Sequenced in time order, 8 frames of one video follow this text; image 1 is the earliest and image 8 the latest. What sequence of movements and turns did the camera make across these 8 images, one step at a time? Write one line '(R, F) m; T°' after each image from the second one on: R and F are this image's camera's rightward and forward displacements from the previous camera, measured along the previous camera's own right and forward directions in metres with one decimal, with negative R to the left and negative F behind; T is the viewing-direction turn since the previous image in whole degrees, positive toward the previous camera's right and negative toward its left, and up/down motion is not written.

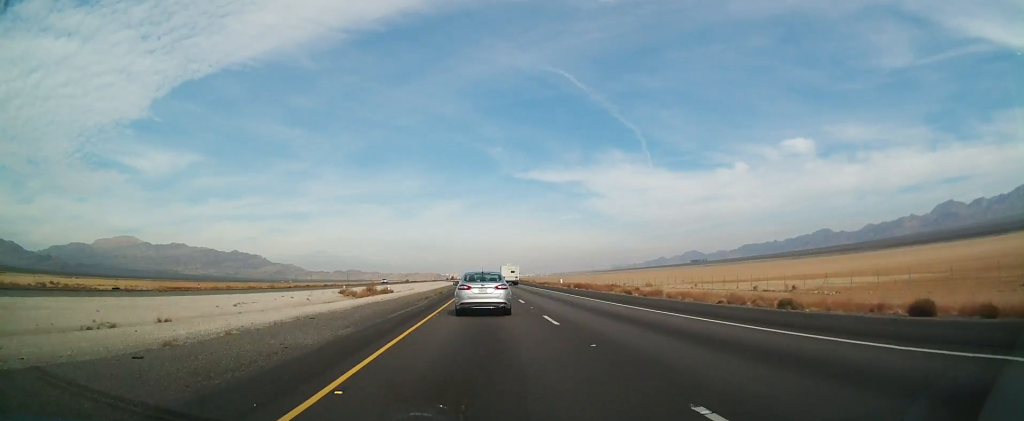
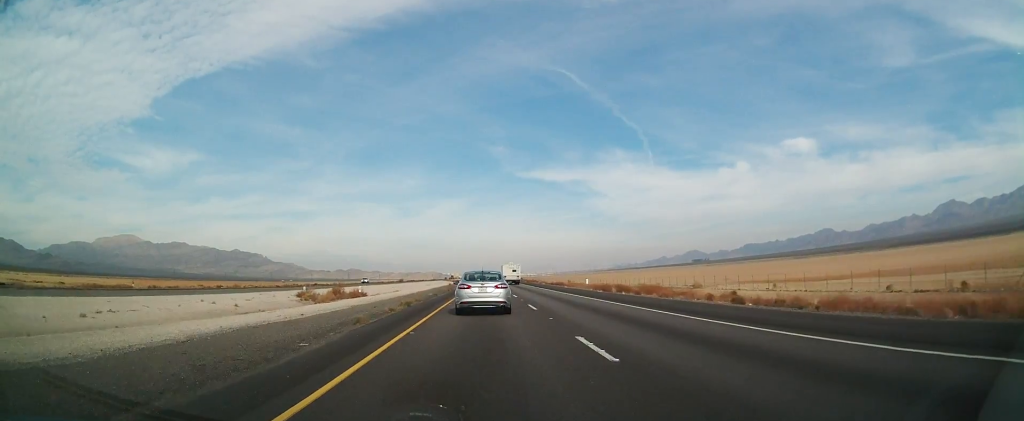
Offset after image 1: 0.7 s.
(-0.3, +22.1) m; -1°
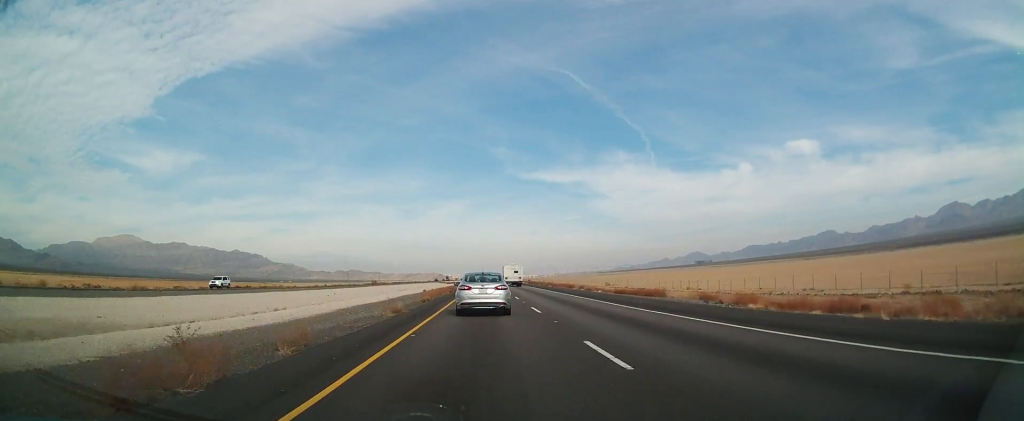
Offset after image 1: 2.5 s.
(-0.3, +59.4) m; 0°
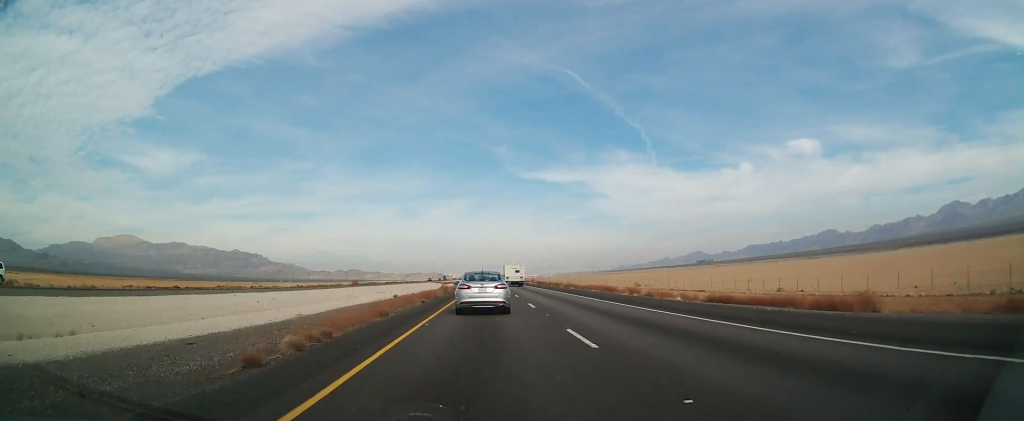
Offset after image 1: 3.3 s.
(0.0, +26.2) m; 0°
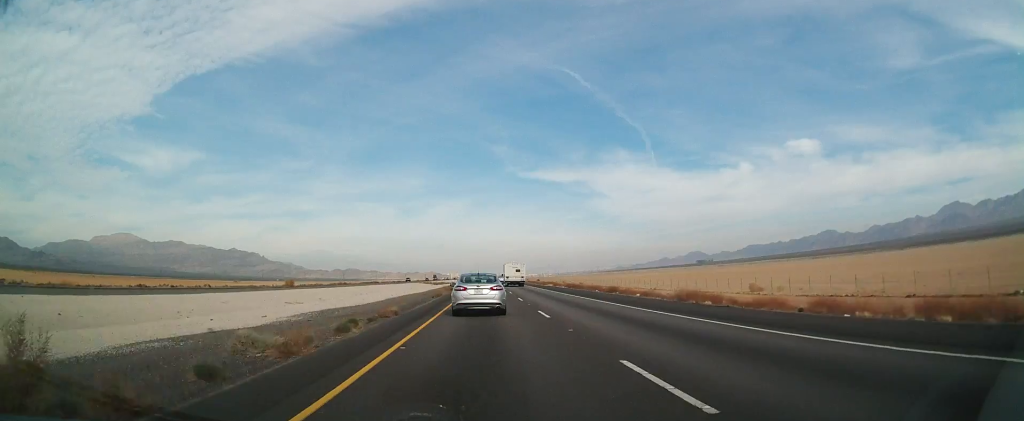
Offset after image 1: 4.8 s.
(-0.1, +48.9) m; 0°
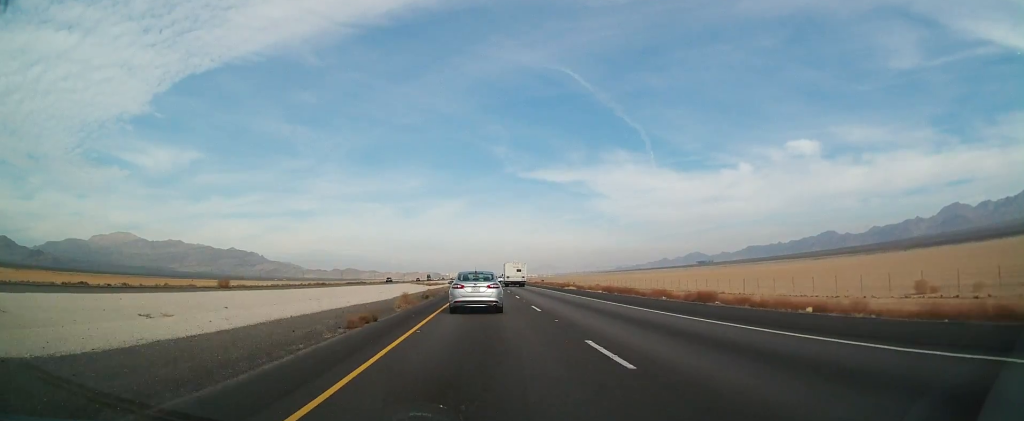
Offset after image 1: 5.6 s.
(+0.1, +26.1) m; 0°
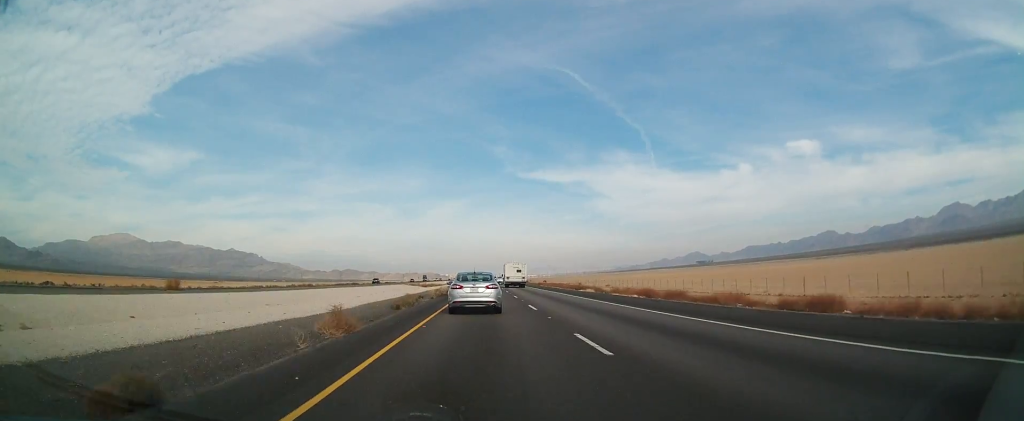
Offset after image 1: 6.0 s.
(0.0, +13.1) m; 0°
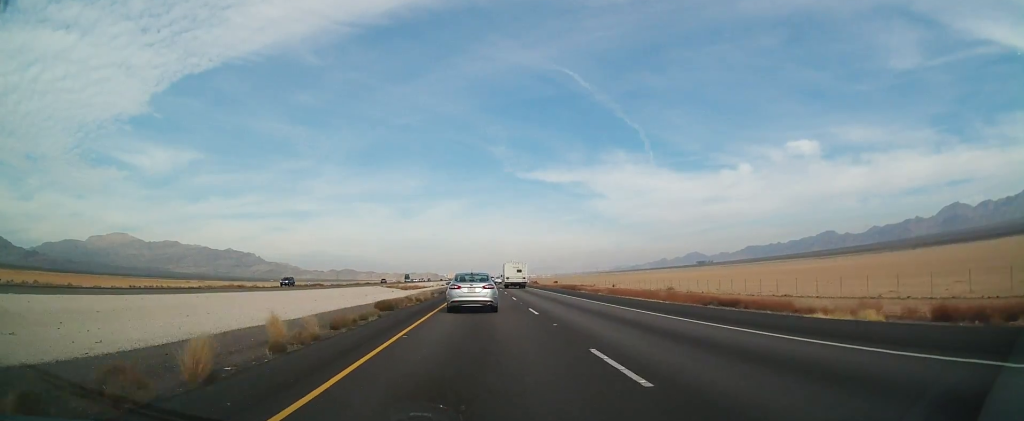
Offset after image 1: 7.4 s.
(+0.2, +46.8) m; 0°
